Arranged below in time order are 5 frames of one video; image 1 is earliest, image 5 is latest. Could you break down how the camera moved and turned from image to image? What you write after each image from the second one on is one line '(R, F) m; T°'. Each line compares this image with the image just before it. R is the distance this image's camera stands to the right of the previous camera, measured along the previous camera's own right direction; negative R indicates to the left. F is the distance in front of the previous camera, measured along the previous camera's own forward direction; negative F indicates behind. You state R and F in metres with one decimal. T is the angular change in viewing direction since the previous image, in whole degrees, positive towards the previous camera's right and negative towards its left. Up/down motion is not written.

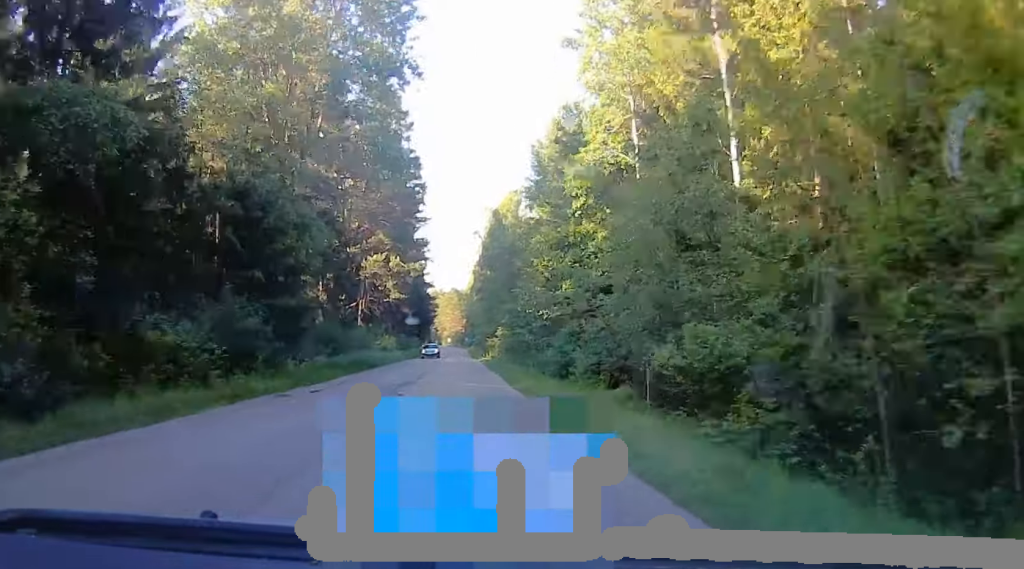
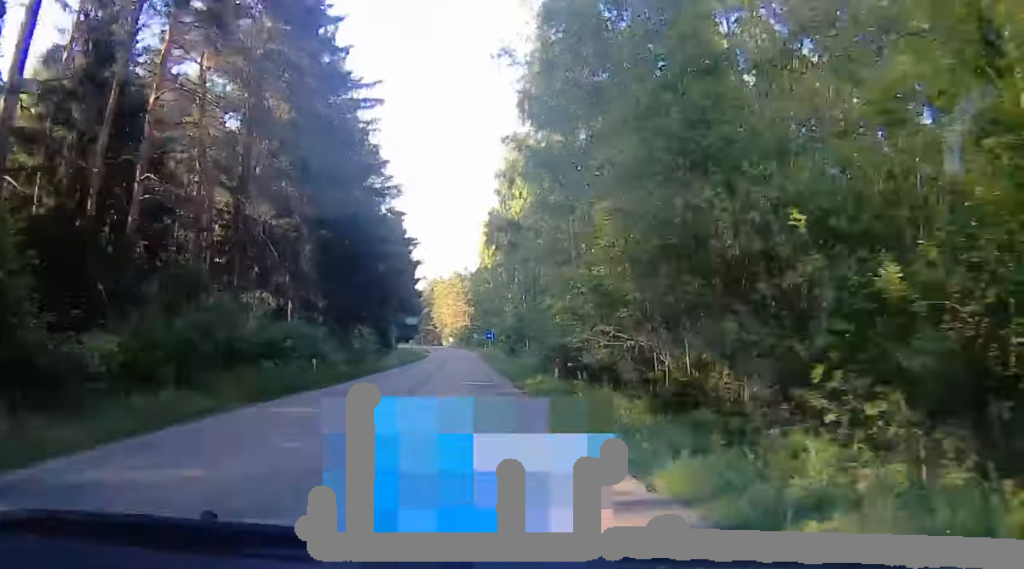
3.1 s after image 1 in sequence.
(+1.4, +67.0) m; +1°
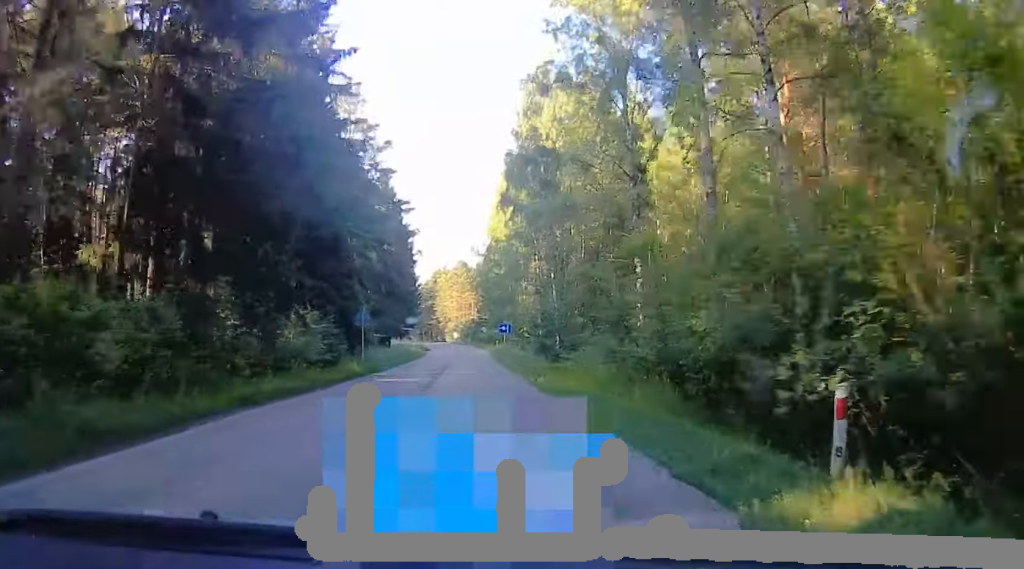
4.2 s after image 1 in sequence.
(+0.2, +21.6) m; +1°
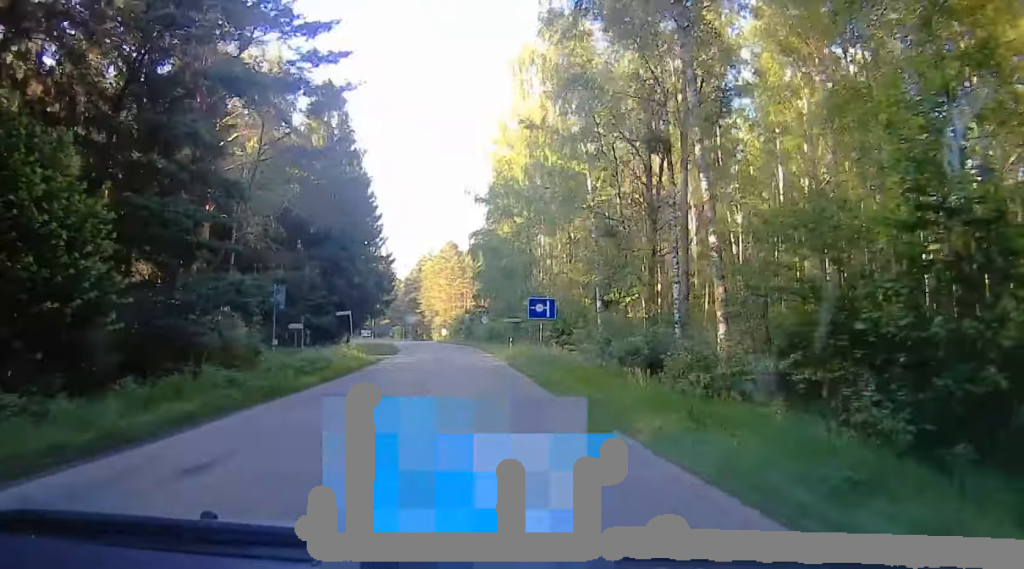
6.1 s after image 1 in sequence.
(-0.9, +38.7) m; -4°
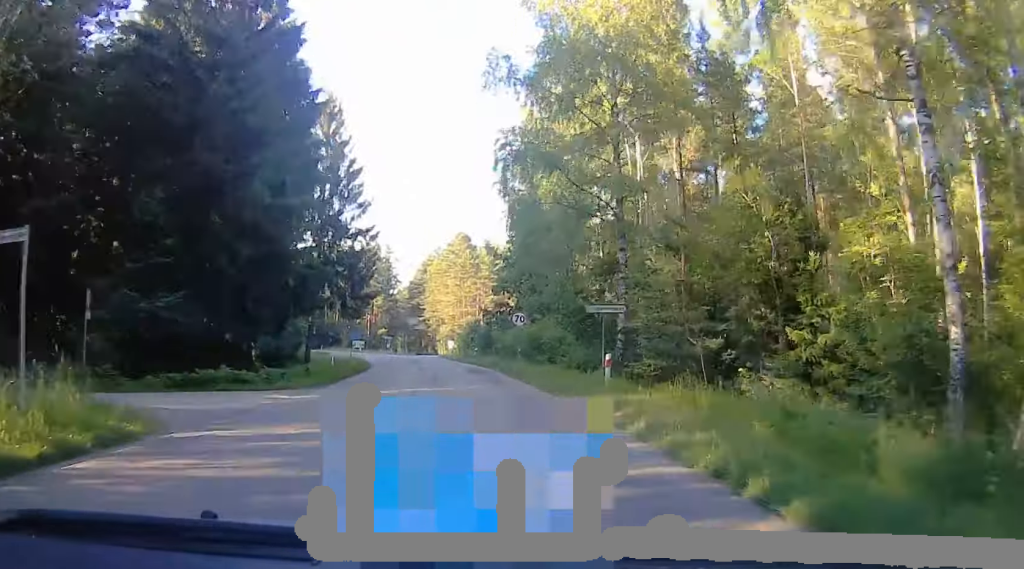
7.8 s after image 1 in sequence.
(-0.4, +31.1) m; -2°
